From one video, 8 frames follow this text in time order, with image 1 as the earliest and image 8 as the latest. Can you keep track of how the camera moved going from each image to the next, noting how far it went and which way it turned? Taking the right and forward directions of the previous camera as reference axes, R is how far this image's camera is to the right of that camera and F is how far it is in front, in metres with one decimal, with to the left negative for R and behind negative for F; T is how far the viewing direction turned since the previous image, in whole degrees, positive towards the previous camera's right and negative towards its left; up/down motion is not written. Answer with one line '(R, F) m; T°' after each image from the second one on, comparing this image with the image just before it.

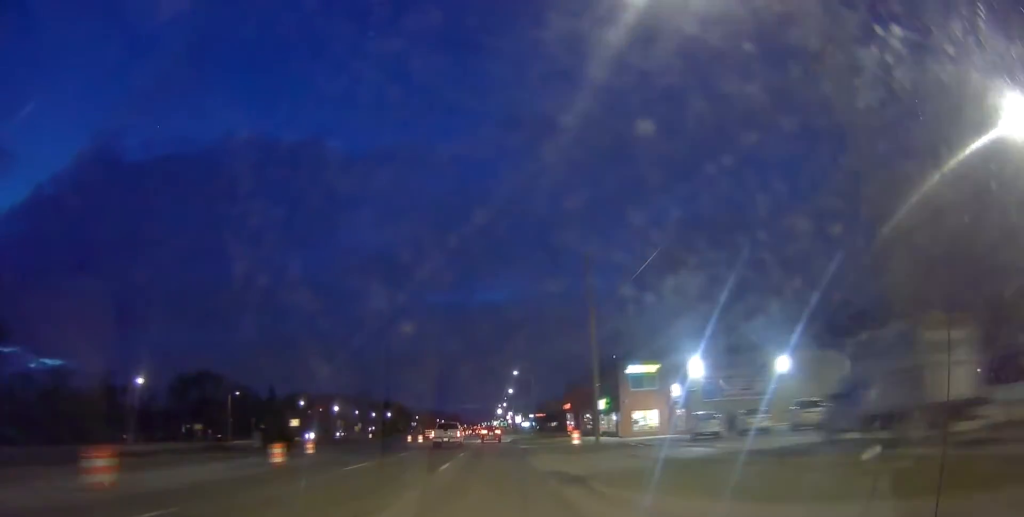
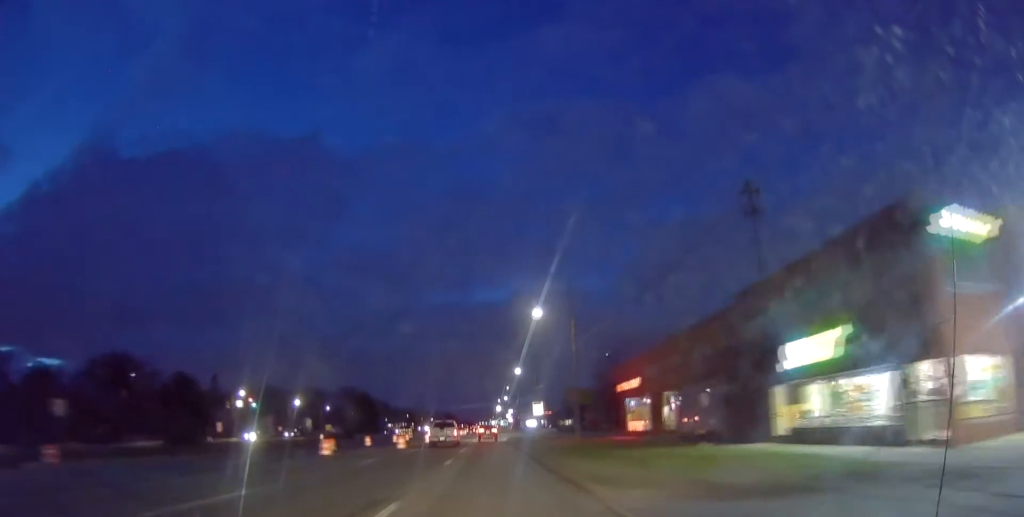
(+1.0, +38.5) m; +3°
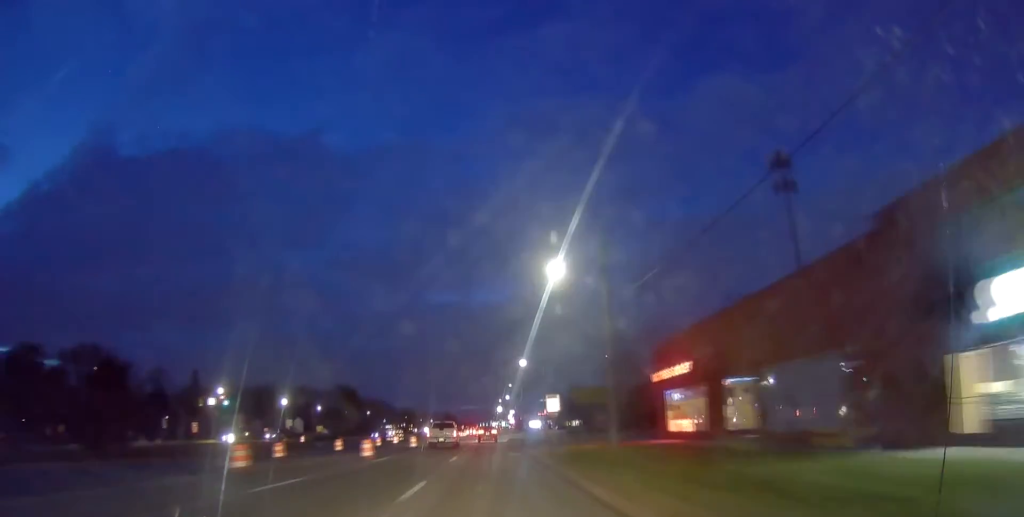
(0.0, +10.6) m; 0°
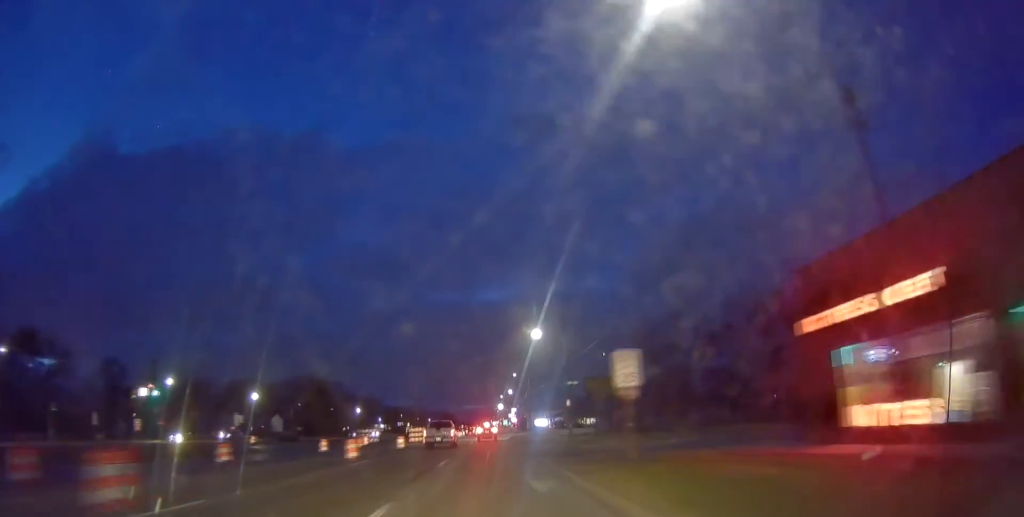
(-0.1, +19.5) m; -1°
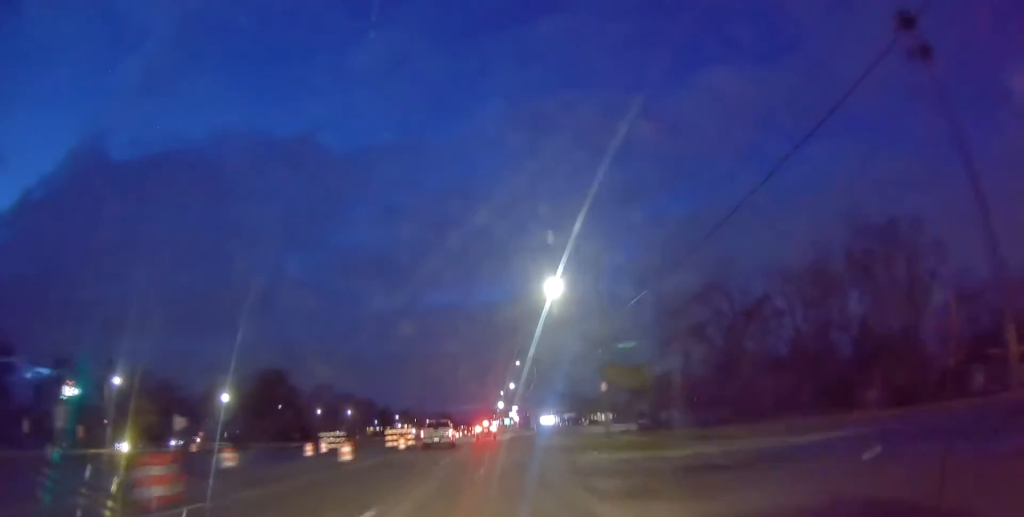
(-0.3, +15.1) m; 0°
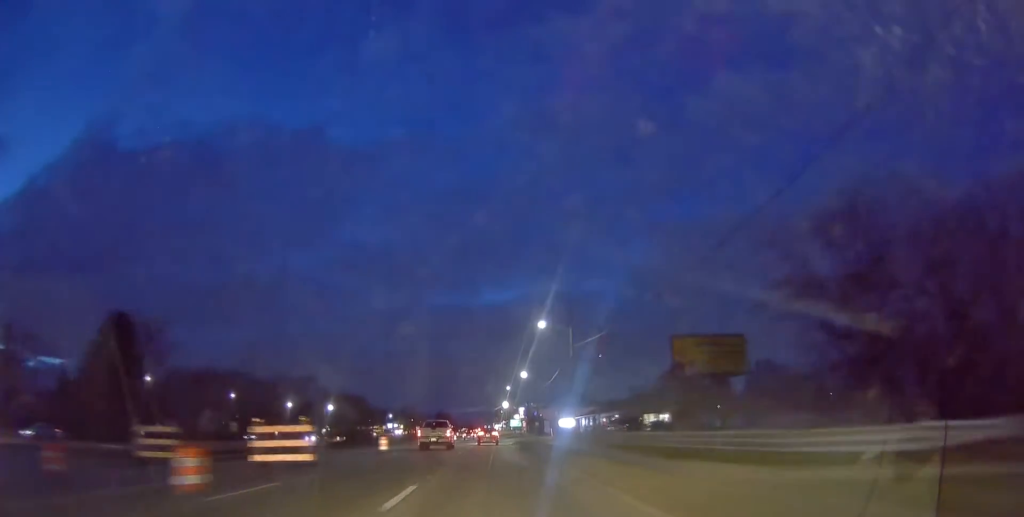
(+0.6, +29.8) m; +1°
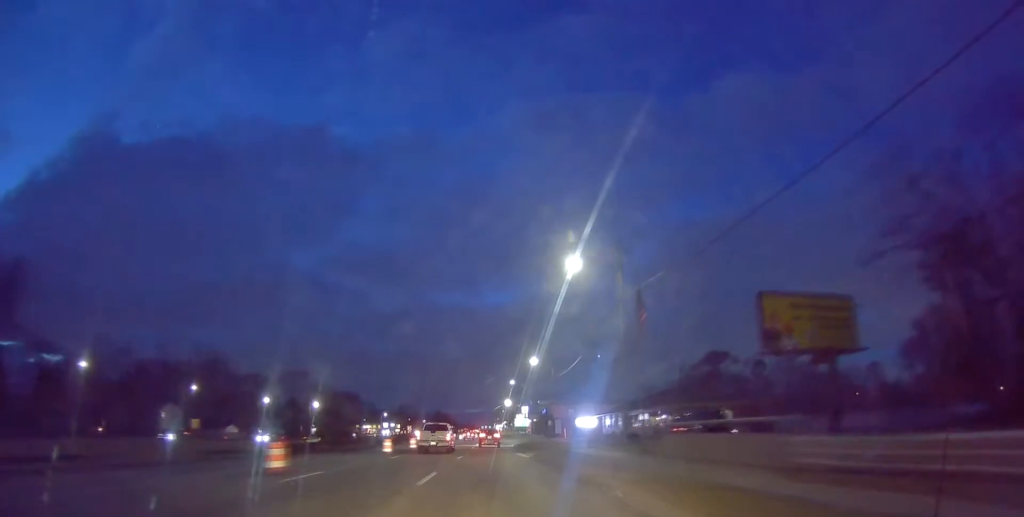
(0.0, +17.2) m; -1°
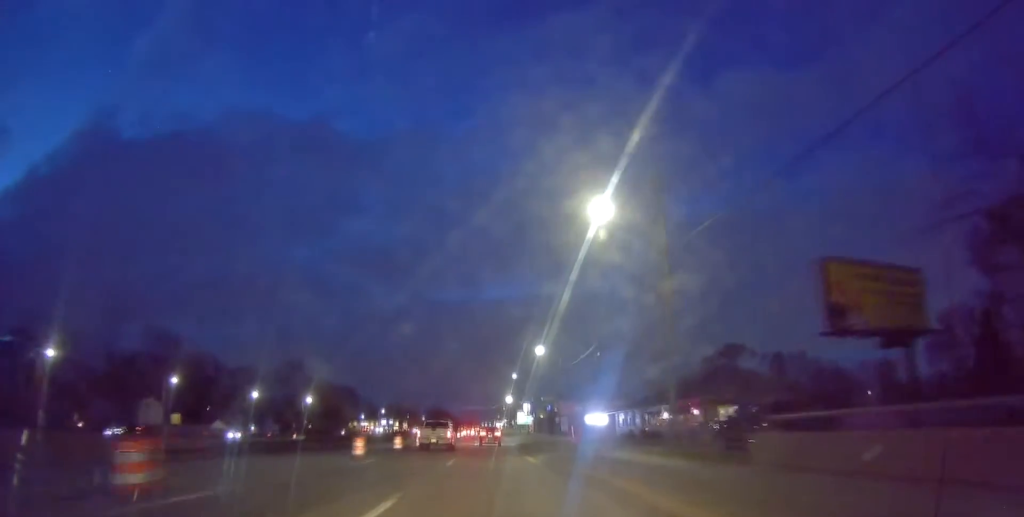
(+0.2, +7.3) m; -1°
